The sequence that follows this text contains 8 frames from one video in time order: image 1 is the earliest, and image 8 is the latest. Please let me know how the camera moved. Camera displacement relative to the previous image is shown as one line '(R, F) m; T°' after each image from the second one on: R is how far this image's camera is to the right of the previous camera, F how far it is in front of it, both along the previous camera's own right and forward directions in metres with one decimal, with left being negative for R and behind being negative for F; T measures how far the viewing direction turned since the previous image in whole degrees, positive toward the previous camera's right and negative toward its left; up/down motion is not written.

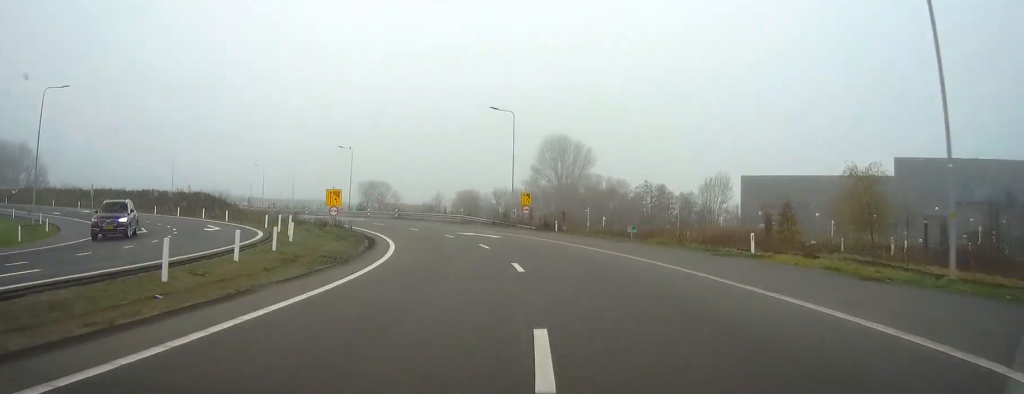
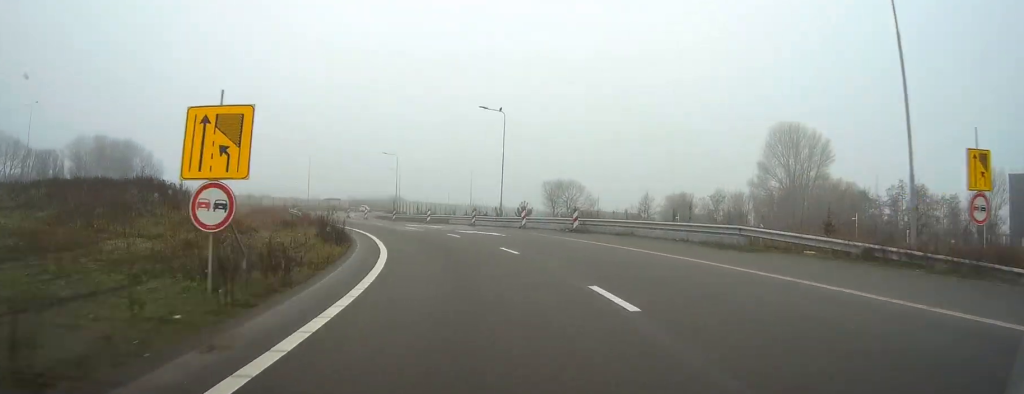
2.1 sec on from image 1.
(-4.7, +41.3) m; -13°
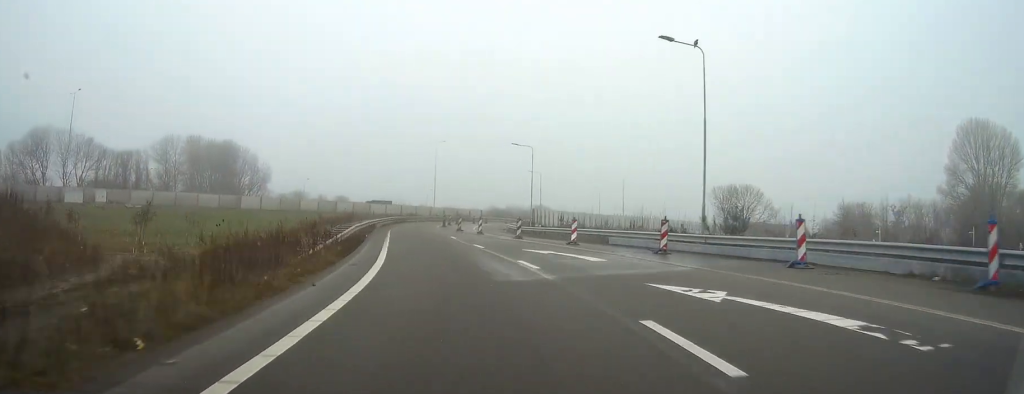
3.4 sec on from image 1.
(-2.0, +27.0) m; -7°
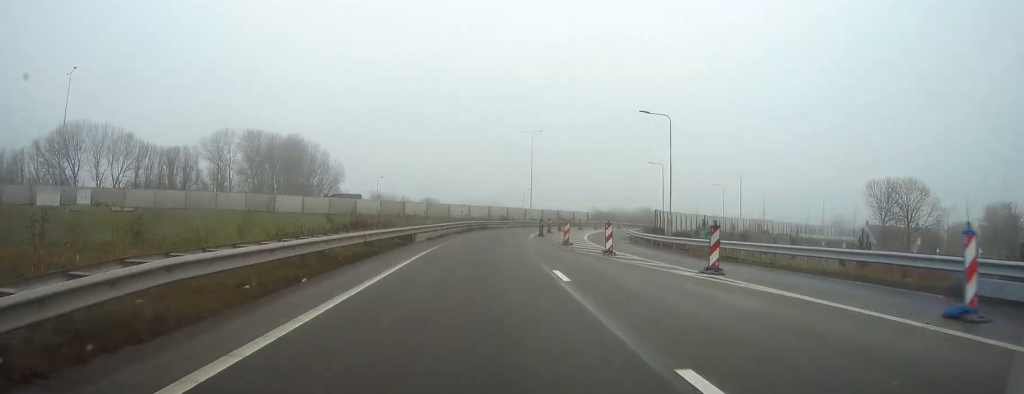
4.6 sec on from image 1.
(-0.5, +26.5) m; -6°
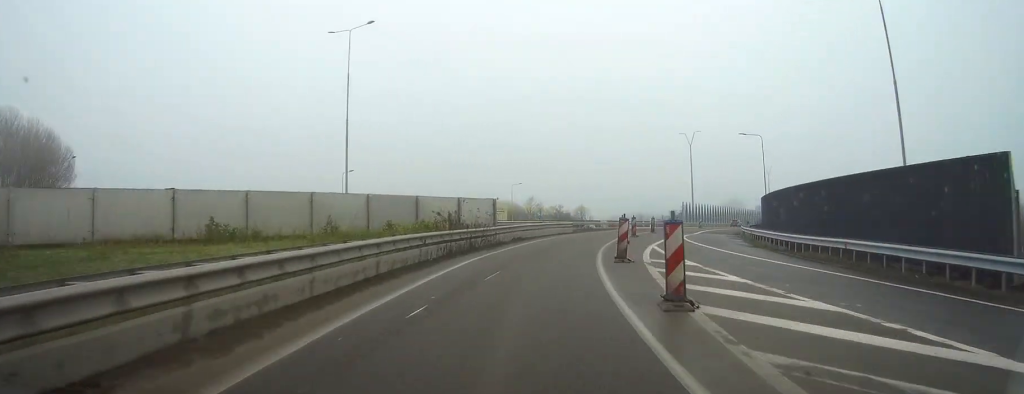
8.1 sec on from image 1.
(-4.0, +82.5) m; +3°
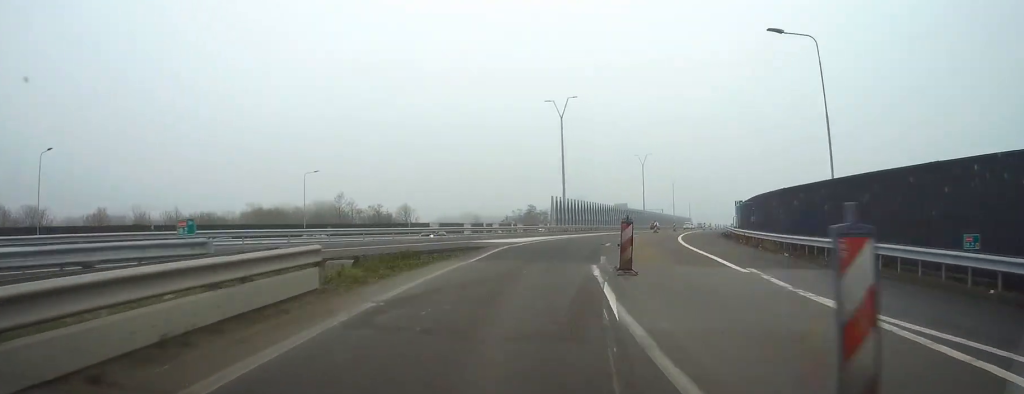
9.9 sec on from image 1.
(+3.5, +44.3) m; +11°
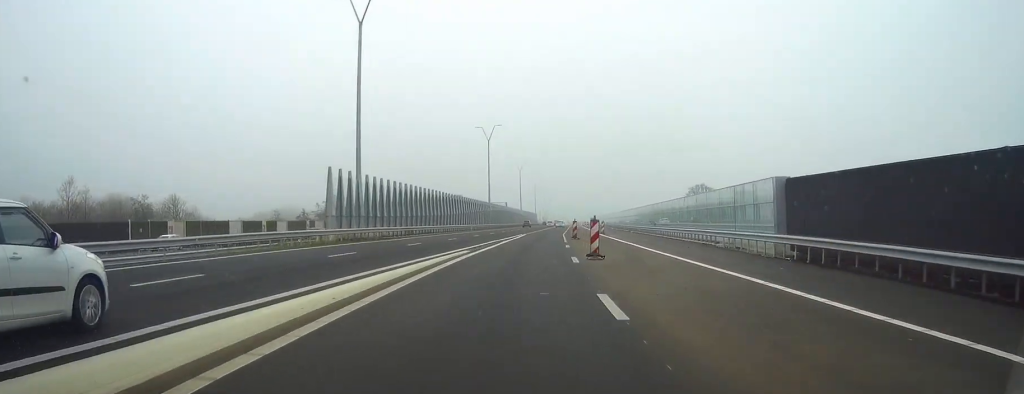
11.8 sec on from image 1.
(+5.7, +48.6) m; +12°
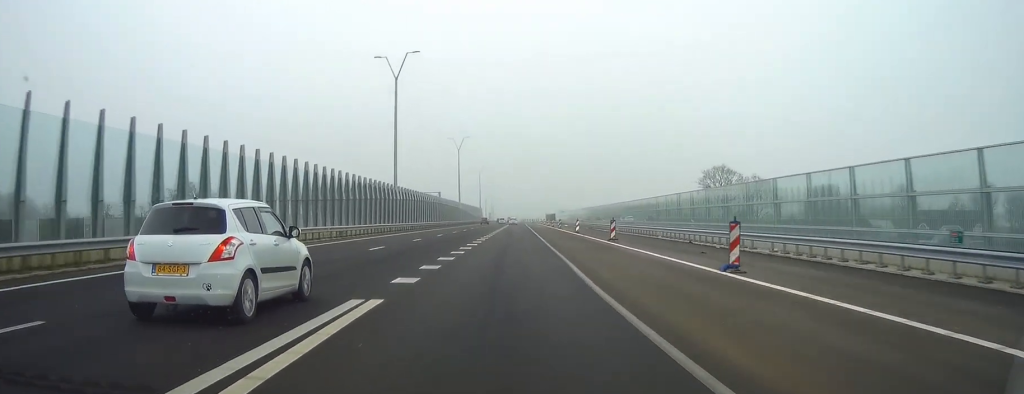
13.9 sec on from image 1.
(+5.3, +56.2) m; +7°
